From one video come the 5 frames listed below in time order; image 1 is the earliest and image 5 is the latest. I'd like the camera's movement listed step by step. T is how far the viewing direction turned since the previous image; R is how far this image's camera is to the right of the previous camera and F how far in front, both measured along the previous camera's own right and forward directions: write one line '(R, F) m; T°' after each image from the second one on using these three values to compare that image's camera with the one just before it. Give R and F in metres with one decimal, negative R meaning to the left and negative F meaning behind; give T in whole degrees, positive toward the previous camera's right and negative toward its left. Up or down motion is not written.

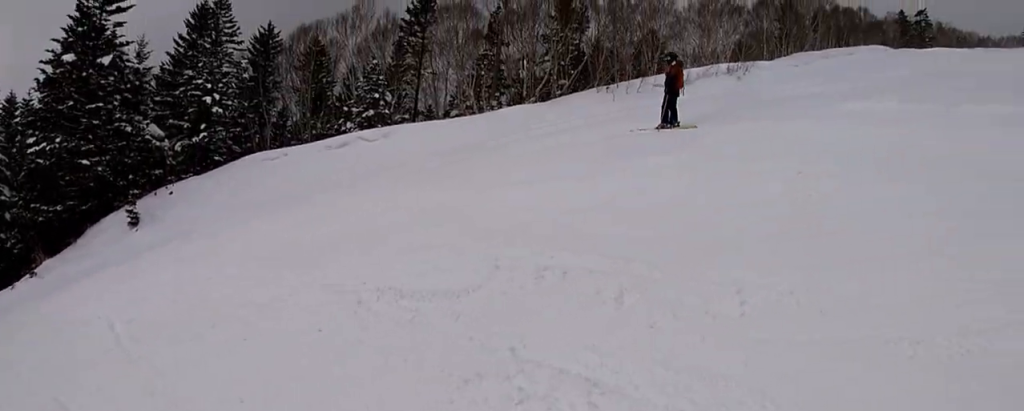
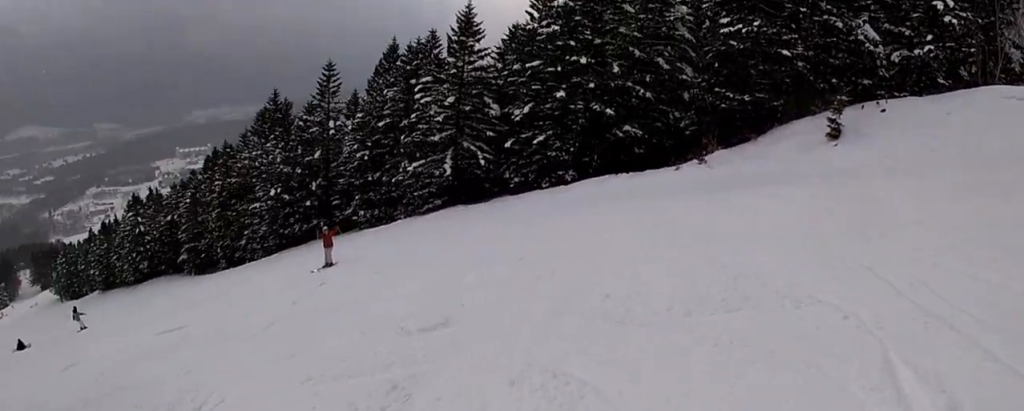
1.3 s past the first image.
(+0.5, +5.6) m; +6°
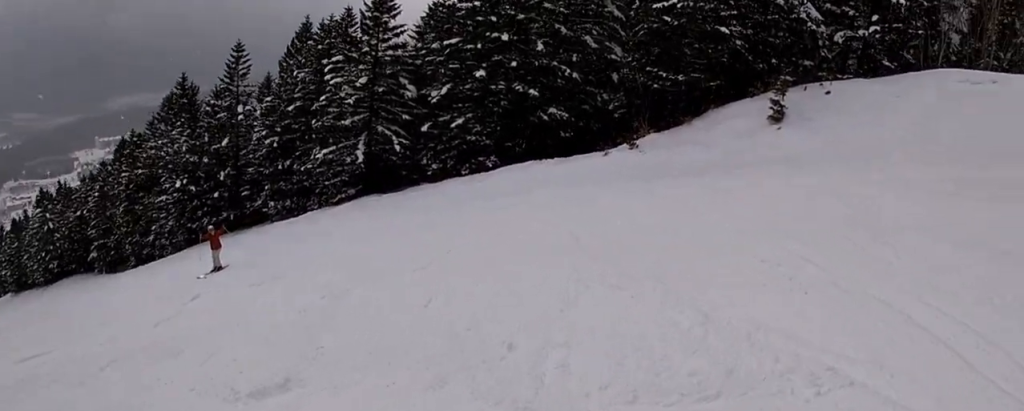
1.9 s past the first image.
(0.0, +2.3) m; -2°
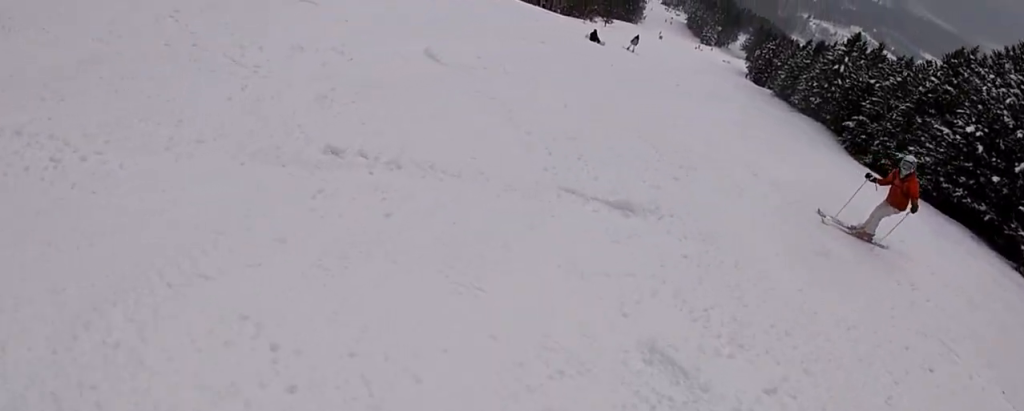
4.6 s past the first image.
(-2.7, +7.7) m; -57°
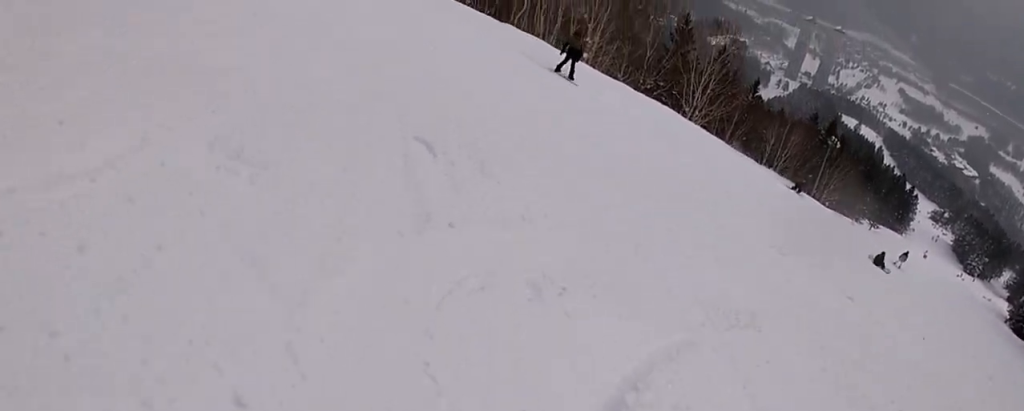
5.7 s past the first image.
(-0.9, +2.6) m; -33°
